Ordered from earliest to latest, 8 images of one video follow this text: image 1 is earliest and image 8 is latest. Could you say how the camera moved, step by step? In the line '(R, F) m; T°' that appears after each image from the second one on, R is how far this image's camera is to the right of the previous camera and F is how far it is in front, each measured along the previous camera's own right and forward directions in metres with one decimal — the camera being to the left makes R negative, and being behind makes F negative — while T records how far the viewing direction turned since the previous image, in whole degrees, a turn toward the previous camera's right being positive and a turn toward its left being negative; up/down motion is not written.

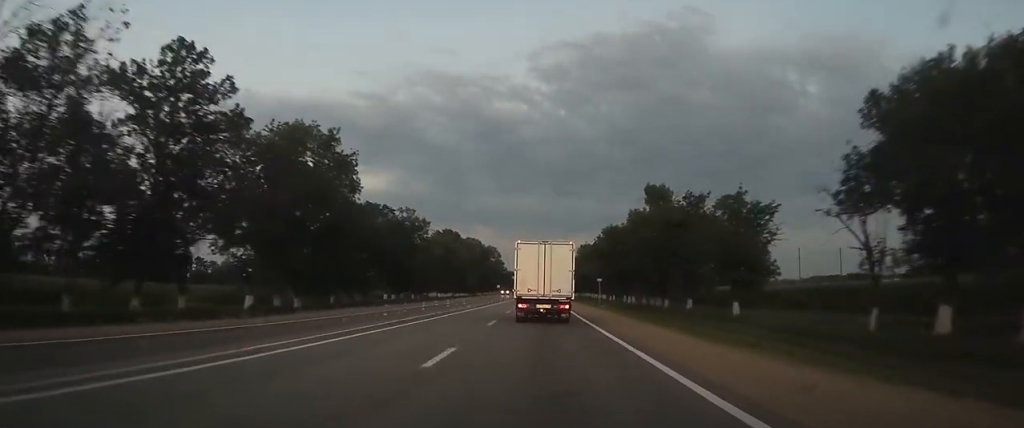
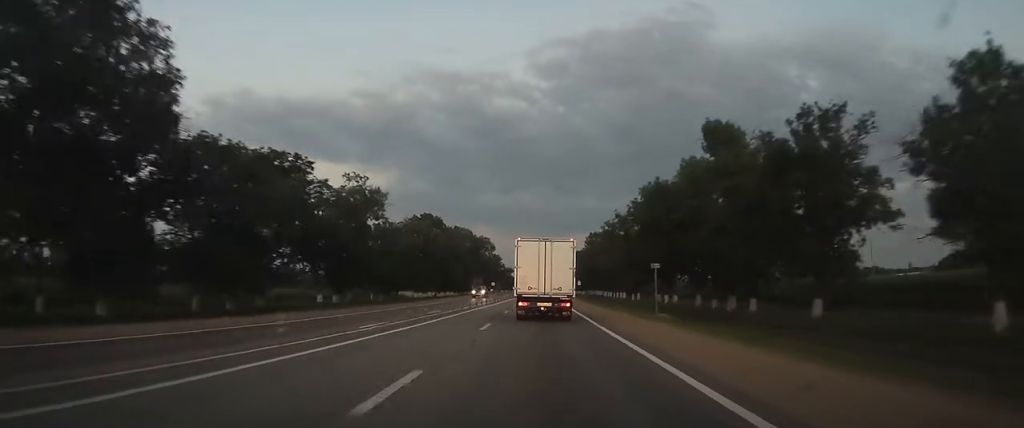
(+0.1, +27.9) m; 0°
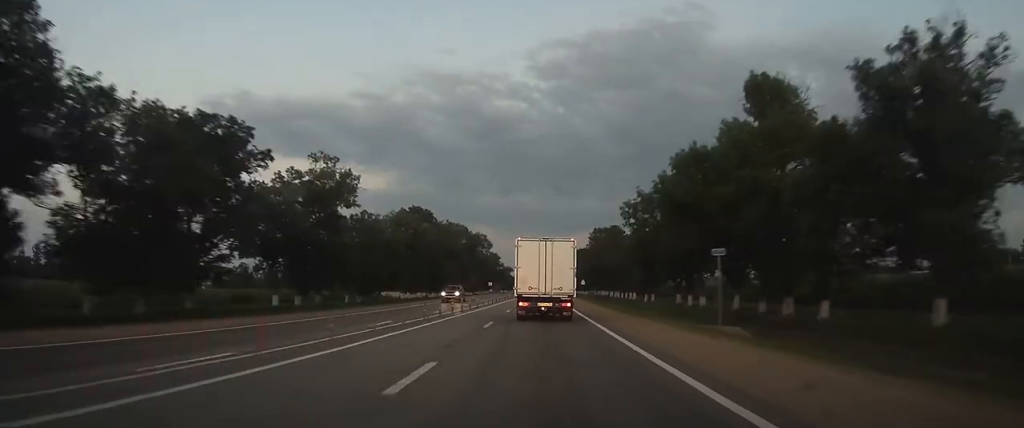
(0.0, +10.9) m; 0°
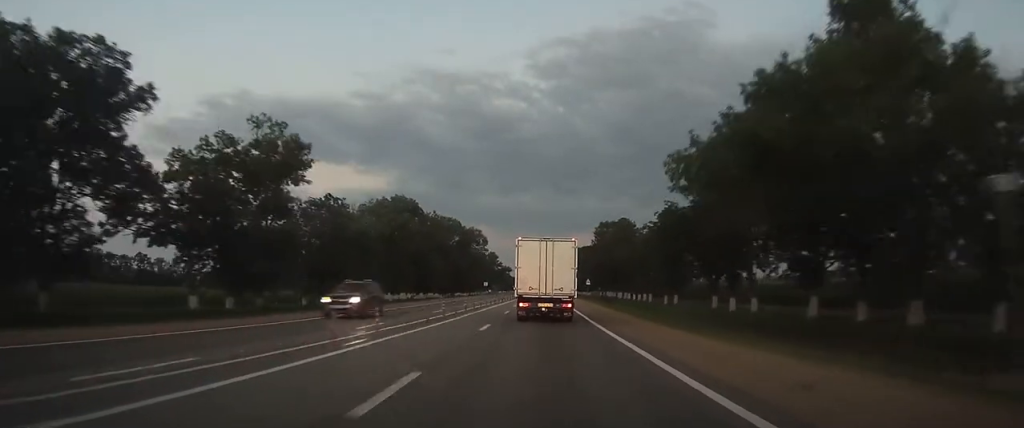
(0.0, +13.2) m; 0°
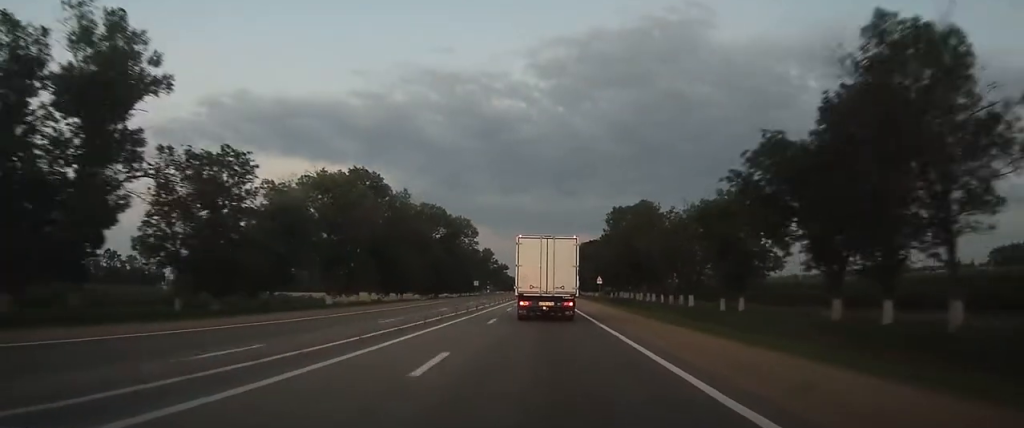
(0.0, +21.7) m; 0°
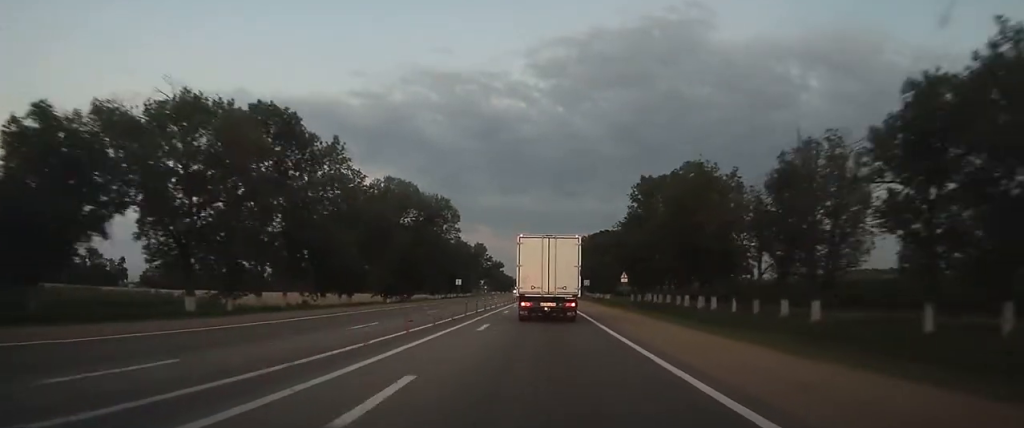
(-0.1, +27.1) m; 0°
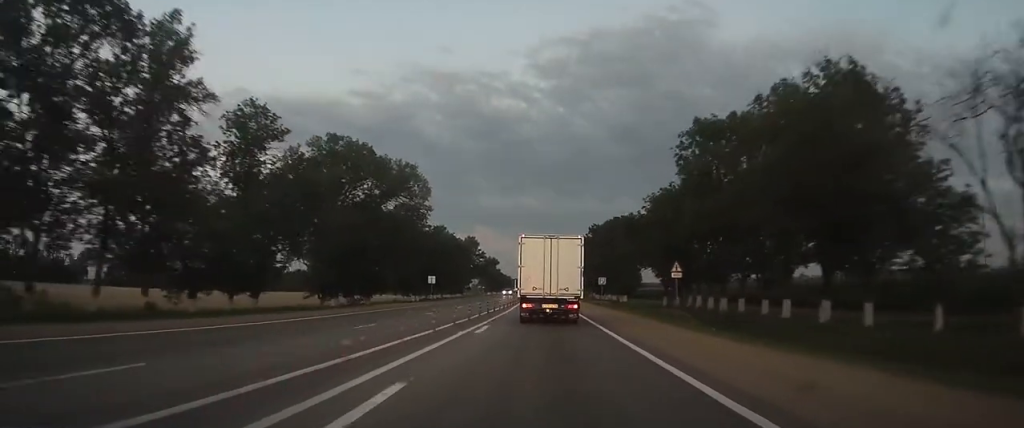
(+0.1, +24.8) m; 0°
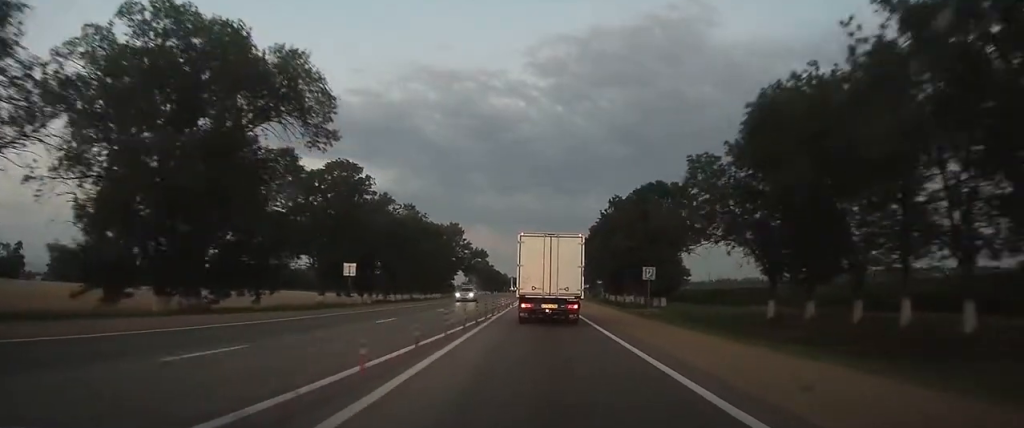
(+0.1, +32.6) m; 0°
